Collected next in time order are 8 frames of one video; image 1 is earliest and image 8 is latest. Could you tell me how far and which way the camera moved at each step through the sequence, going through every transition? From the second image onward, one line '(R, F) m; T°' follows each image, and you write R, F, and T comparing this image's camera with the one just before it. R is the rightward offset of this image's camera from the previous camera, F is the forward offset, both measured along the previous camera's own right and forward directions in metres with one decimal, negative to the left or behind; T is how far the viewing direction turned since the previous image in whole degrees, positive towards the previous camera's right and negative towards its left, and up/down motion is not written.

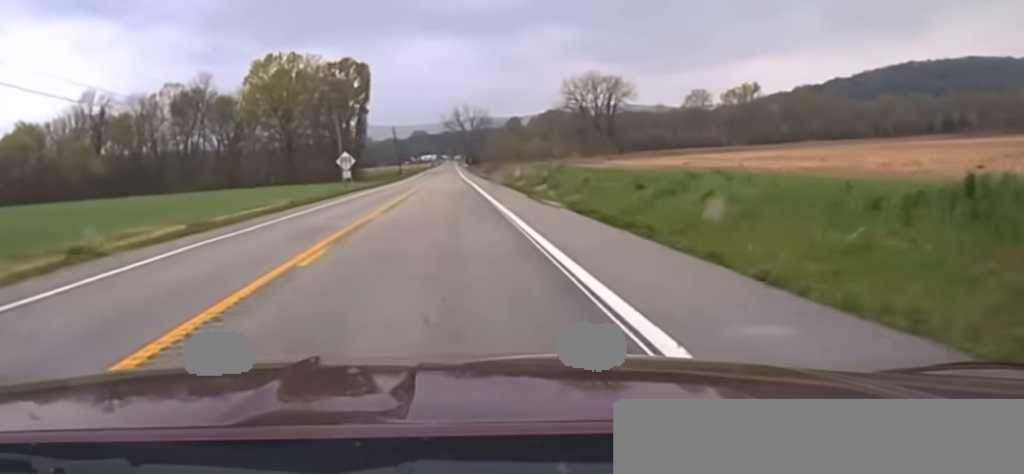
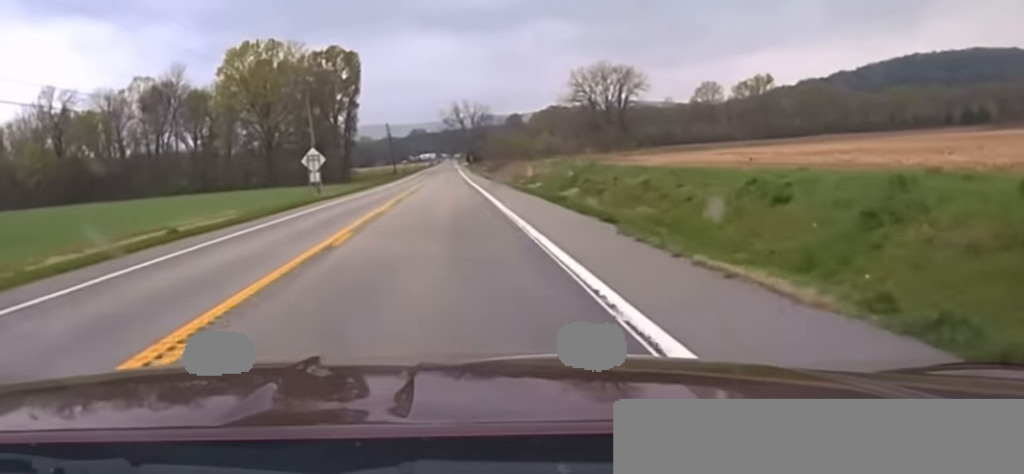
(+0.2, +19.4) m; 0°
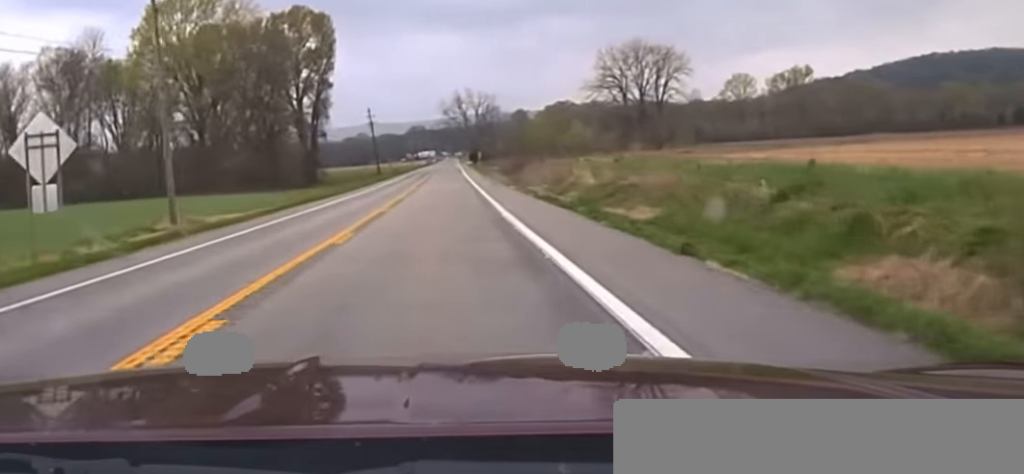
(-0.2, +43.3) m; 0°
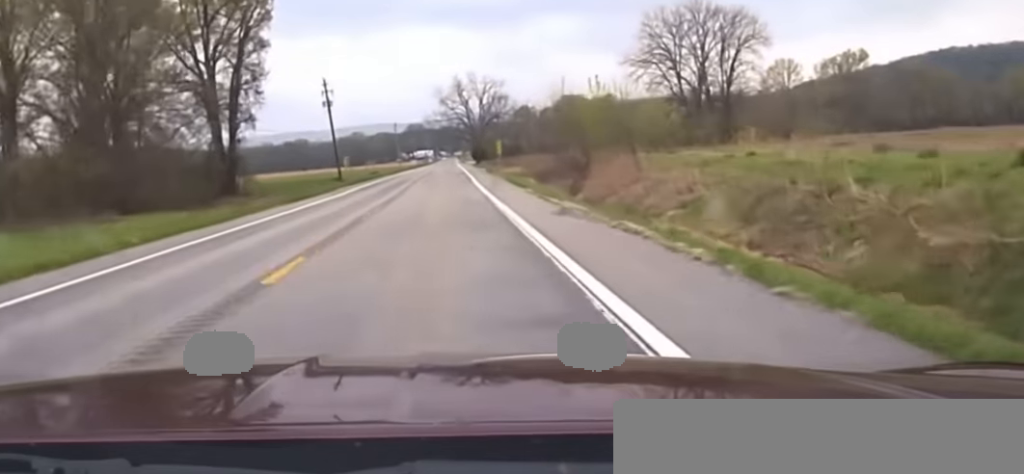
(0.0, +49.9) m; 0°
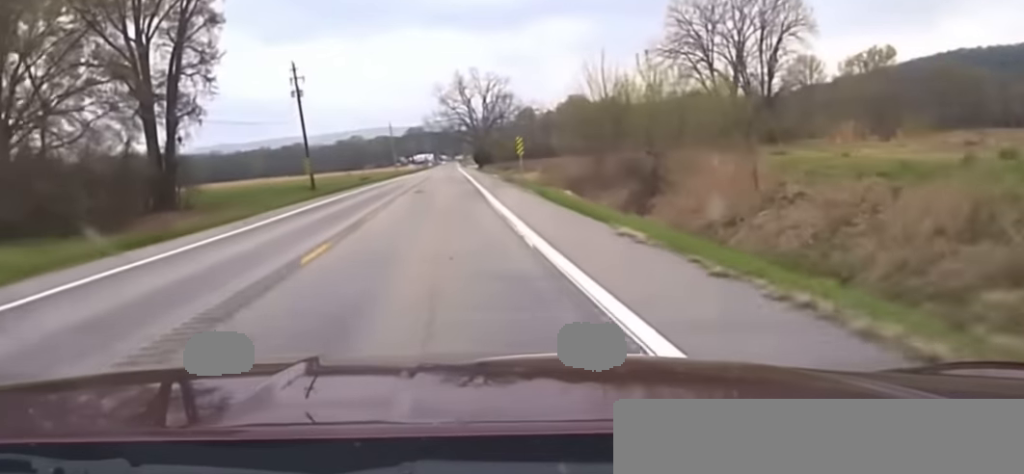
(0.0, +21.5) m; 0°
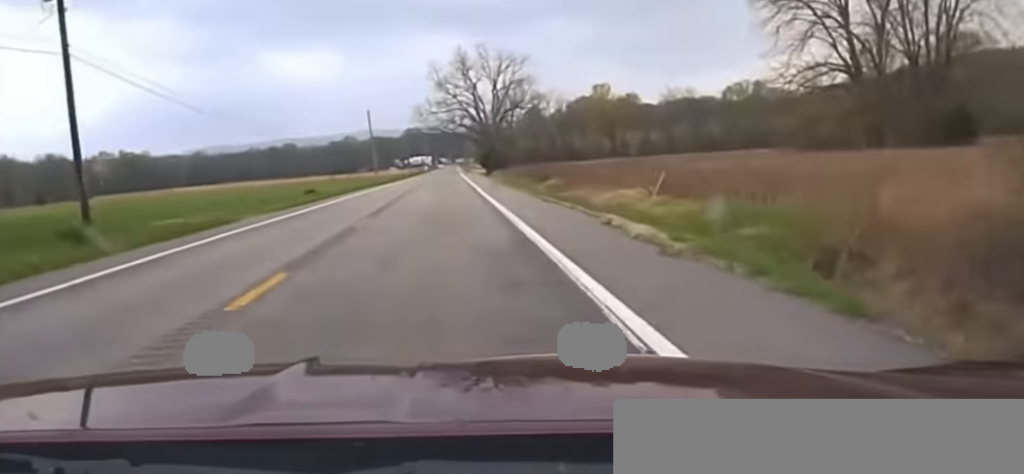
(-0.1, +60.4) m; 0°
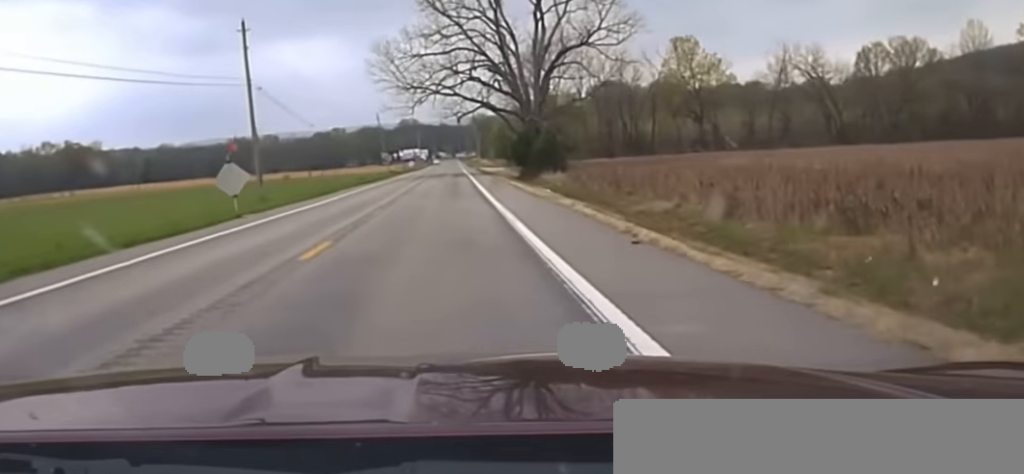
(-0.3, +100.5) m; 0°
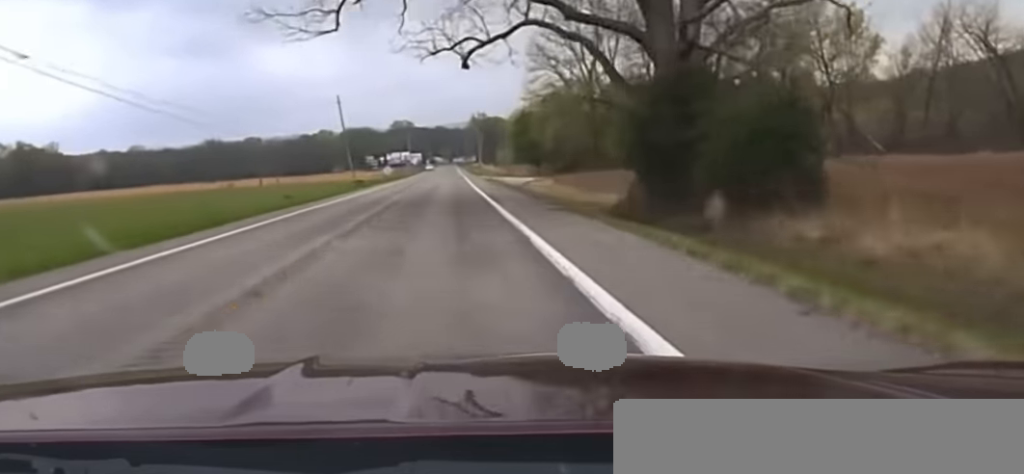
(+0.5, +58.9) m; 0°
